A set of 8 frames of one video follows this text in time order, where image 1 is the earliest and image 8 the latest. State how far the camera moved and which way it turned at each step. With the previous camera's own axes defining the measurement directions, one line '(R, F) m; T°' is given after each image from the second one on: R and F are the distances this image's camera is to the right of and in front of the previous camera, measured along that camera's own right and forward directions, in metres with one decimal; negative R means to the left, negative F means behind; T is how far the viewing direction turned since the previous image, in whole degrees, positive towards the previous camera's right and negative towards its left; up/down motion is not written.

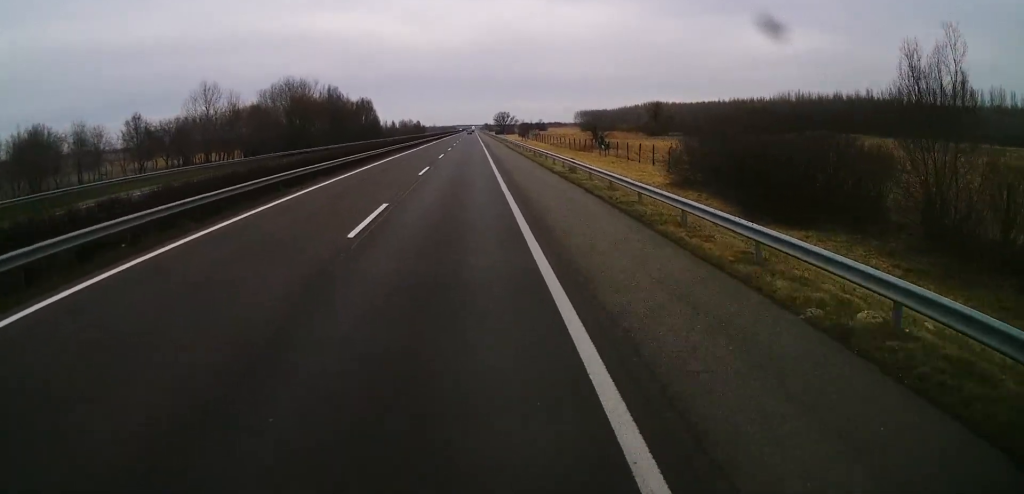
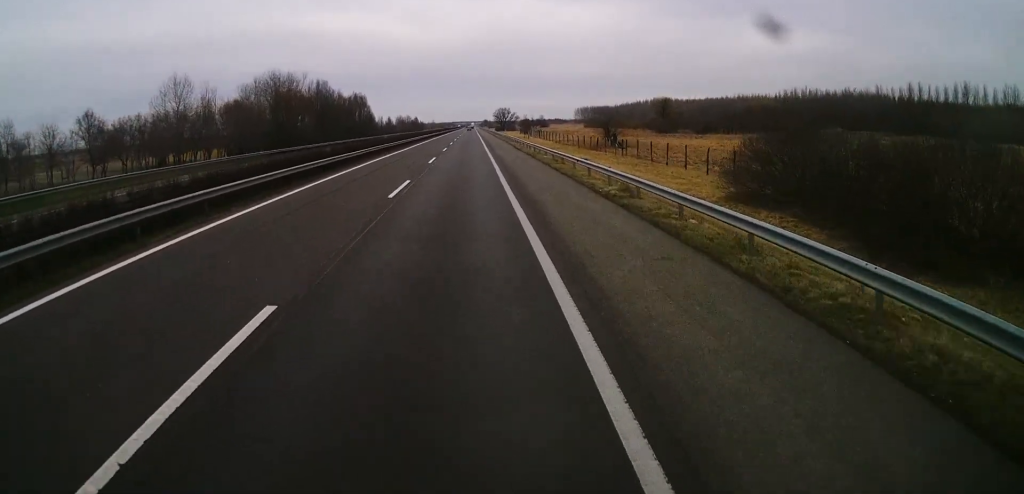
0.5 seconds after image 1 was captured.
(-0.2, +11.5) m; 0°
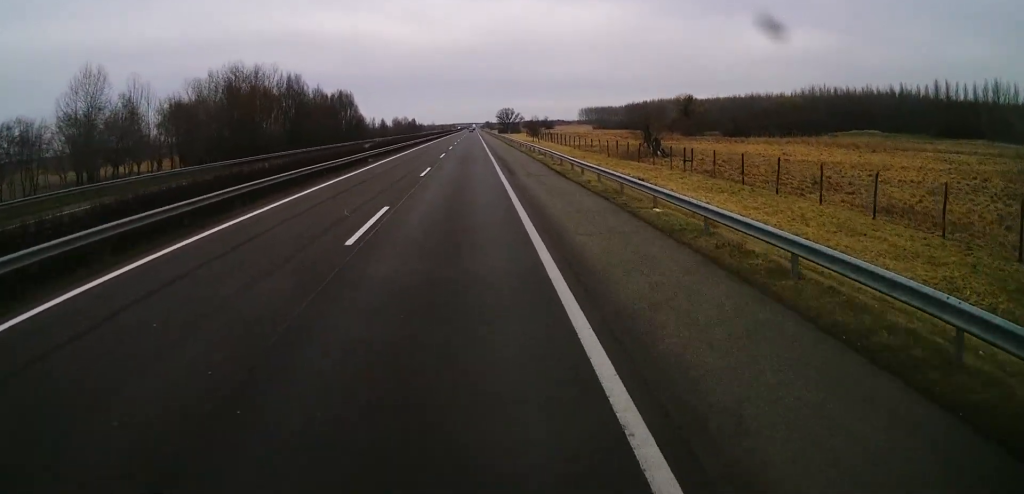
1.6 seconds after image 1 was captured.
(+0.5, +25.3) m; +1°
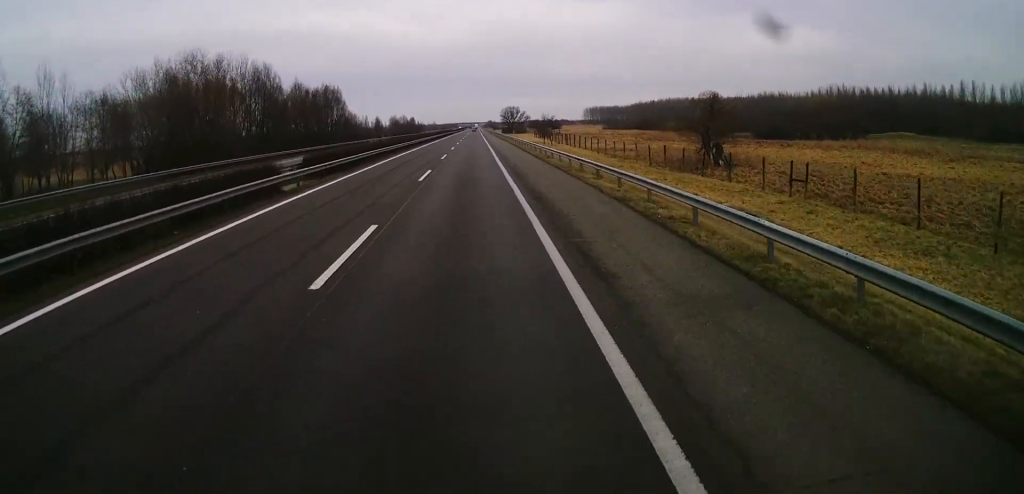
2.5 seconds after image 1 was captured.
(-0.2, +21.5) m; -1°
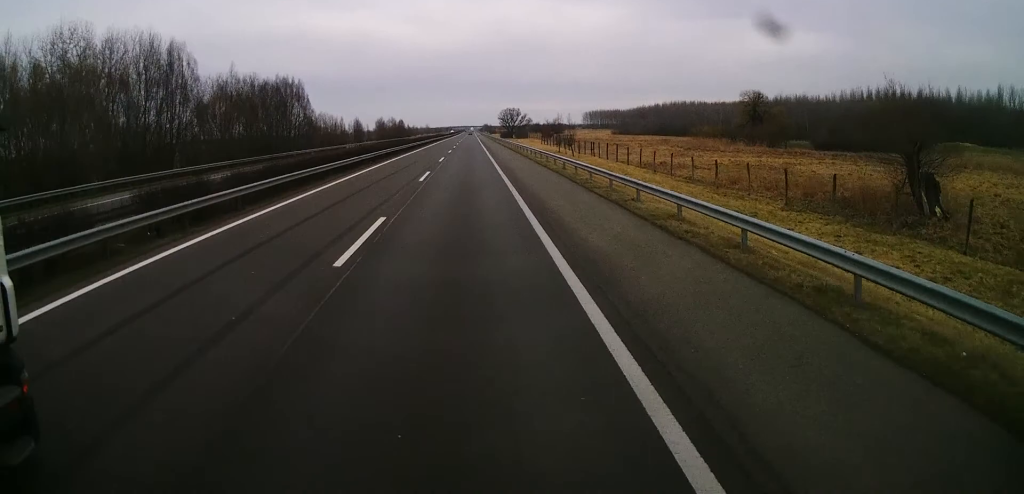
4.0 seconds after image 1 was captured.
(0.0, +34.4) m; 0°
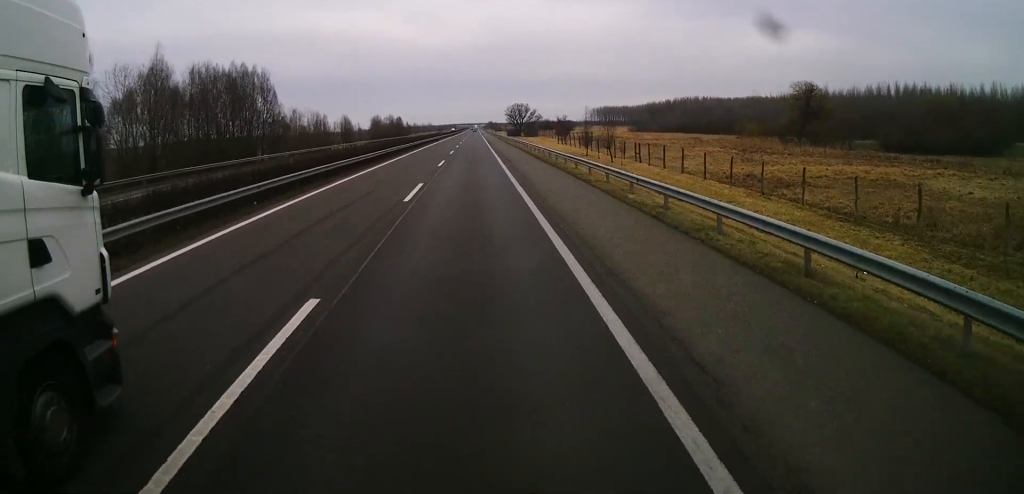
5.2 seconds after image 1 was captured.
(0.0, +26.1) m; 0°
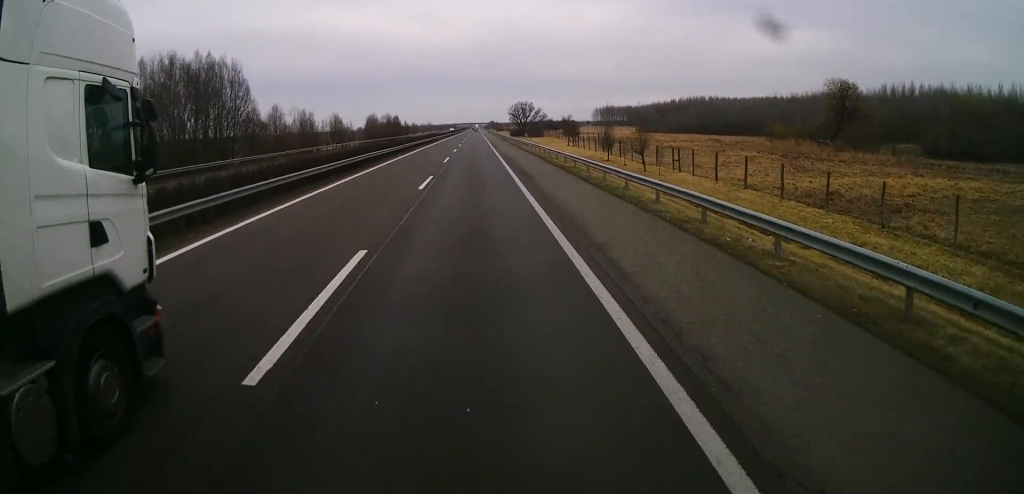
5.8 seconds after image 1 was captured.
(0.0, +14.6) m; 0°
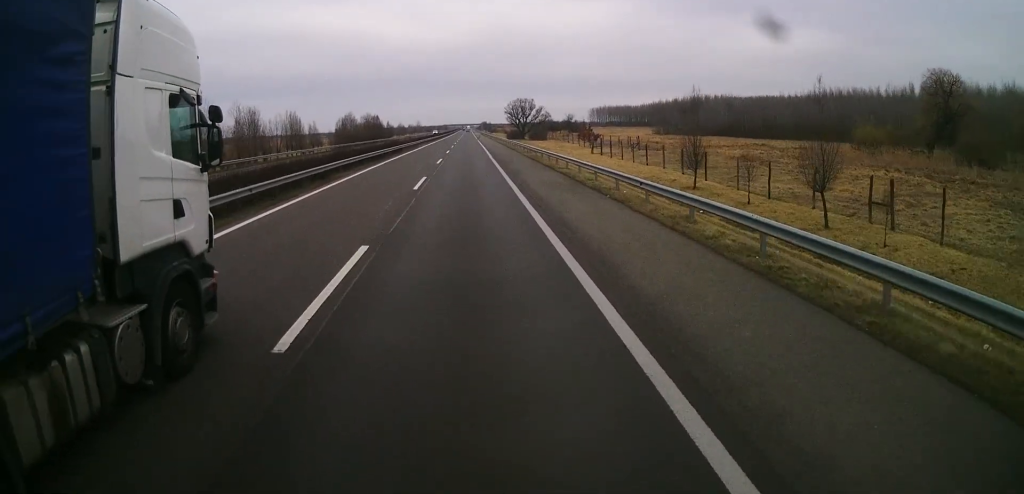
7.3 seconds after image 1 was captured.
(+0.4, +35.4) m; 0°
